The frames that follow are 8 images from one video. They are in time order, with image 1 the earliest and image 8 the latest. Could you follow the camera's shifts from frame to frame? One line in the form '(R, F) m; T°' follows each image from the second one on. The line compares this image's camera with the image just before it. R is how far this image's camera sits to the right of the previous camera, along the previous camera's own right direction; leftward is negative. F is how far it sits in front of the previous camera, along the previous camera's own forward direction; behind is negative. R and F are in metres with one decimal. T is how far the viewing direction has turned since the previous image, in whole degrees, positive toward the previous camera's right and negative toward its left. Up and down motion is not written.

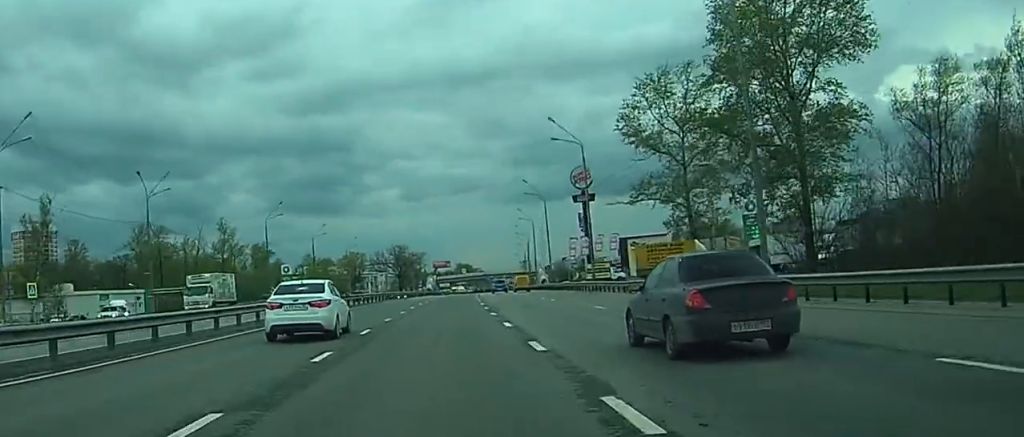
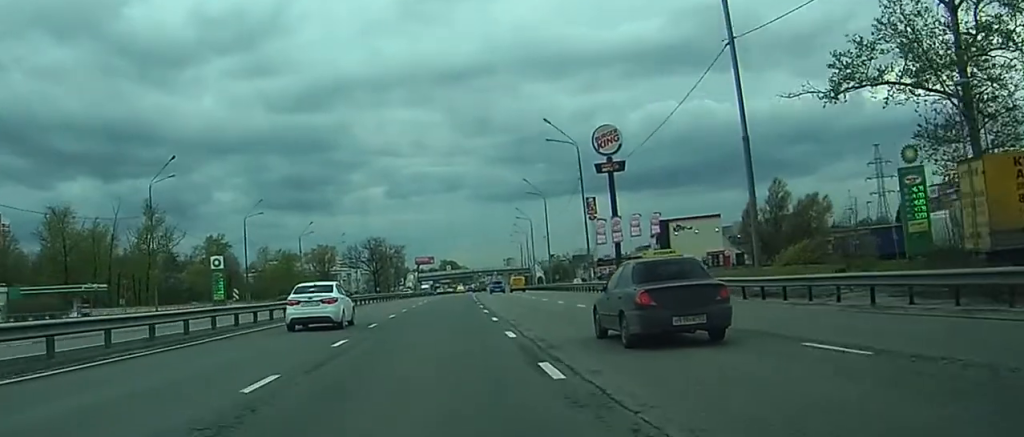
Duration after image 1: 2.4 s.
(+0.4, +46.3) m; +1°
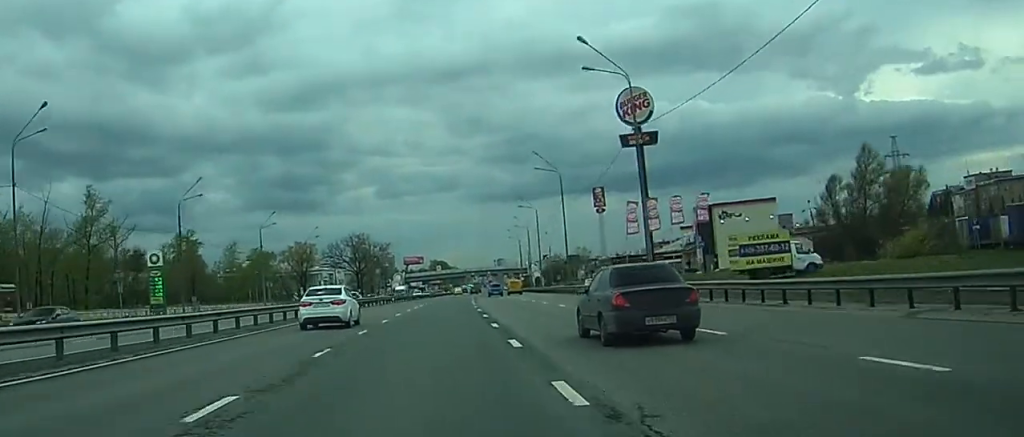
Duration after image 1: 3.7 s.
(+0.2, +27.3) m; +1°
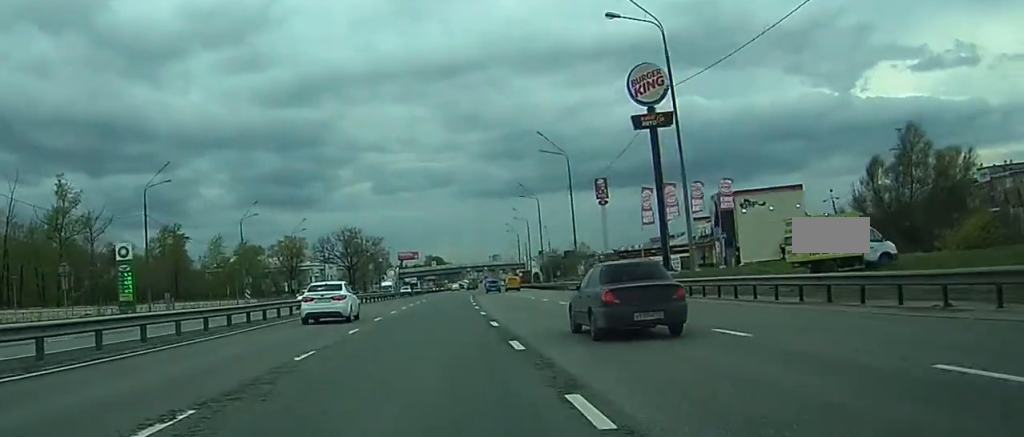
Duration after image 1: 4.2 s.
(+0.2, +10.1) m; +1°
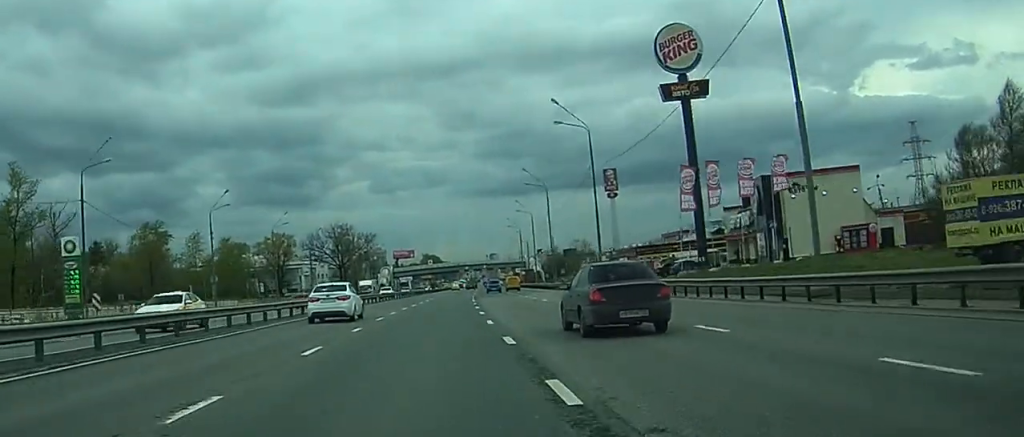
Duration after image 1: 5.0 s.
(+0.1, +15.5) m; +1°
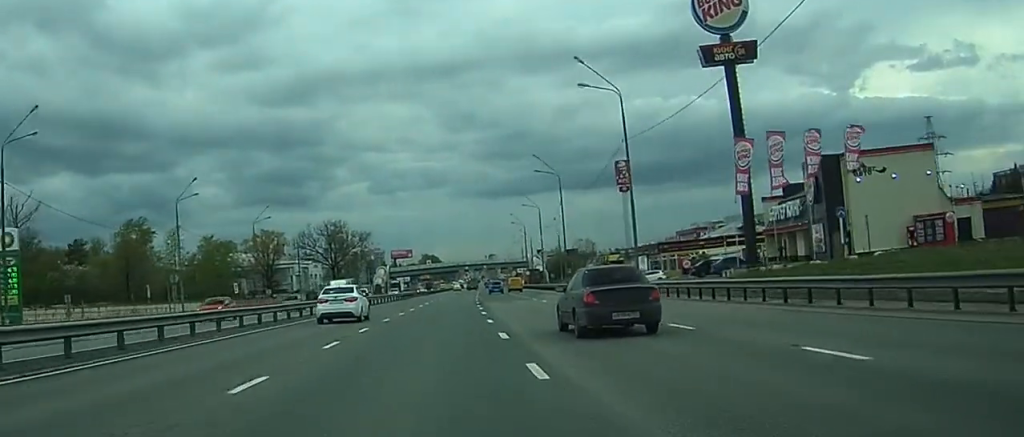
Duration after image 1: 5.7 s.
(0.0, +14.2) m; 0°
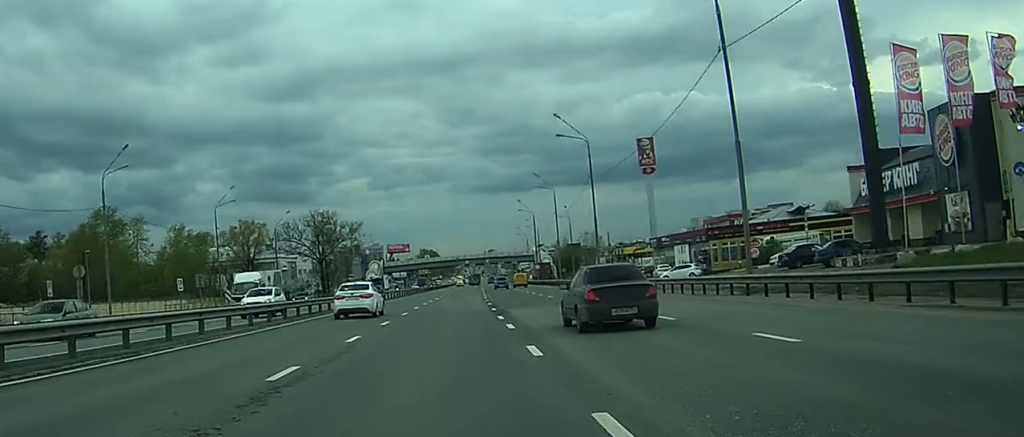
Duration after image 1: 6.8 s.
(+0.2, +21.7) m; +1°
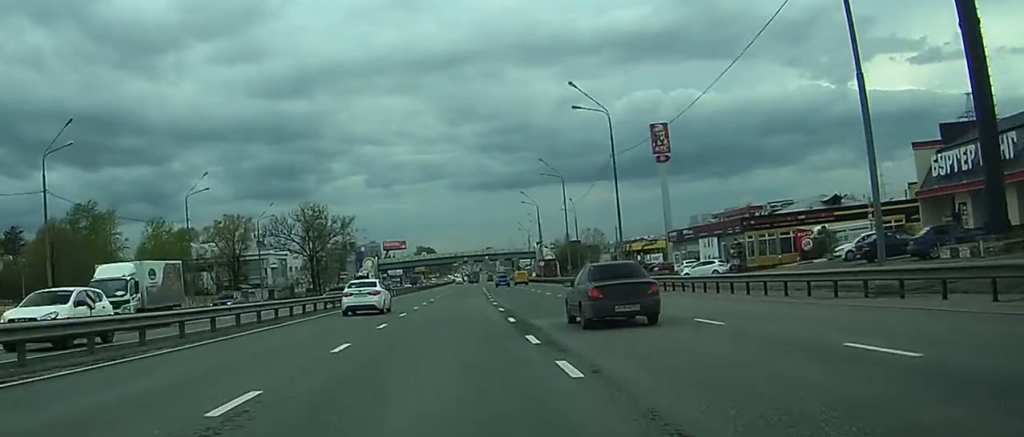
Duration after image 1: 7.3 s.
(+0.1, +11.6) m; +1°
